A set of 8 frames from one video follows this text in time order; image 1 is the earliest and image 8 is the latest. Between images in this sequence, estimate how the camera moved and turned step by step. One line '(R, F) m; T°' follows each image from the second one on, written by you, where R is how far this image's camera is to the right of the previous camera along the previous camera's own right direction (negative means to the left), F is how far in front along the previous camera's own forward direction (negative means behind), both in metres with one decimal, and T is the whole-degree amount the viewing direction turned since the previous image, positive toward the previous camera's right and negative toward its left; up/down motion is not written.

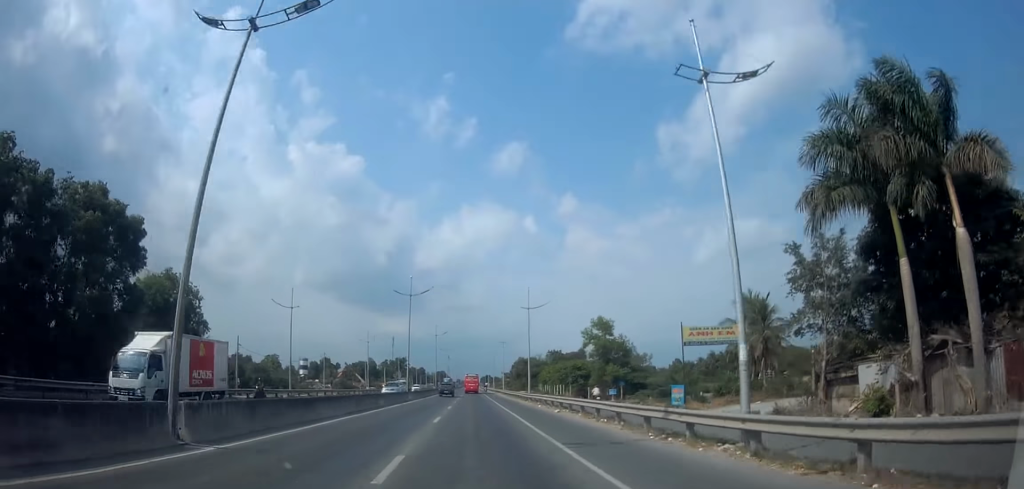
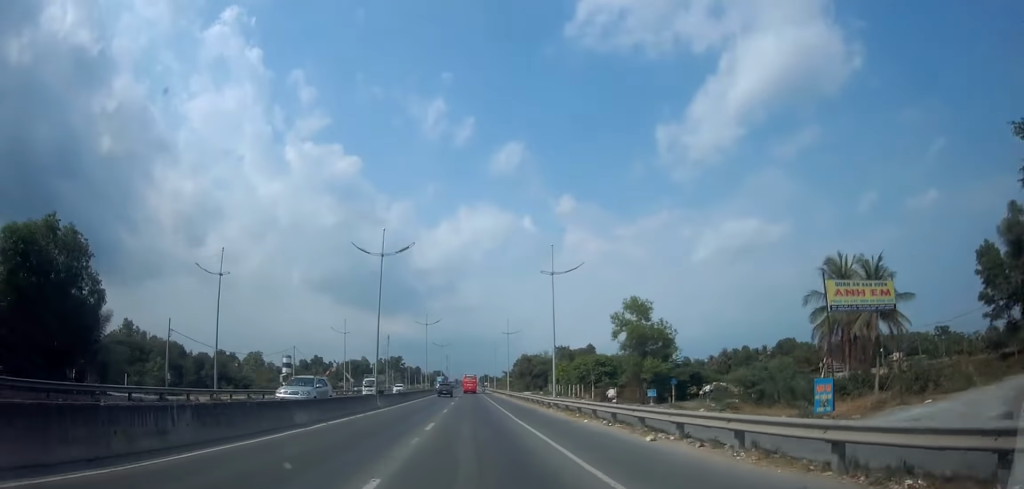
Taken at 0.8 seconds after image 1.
(0.0, +14.6) m; 0°
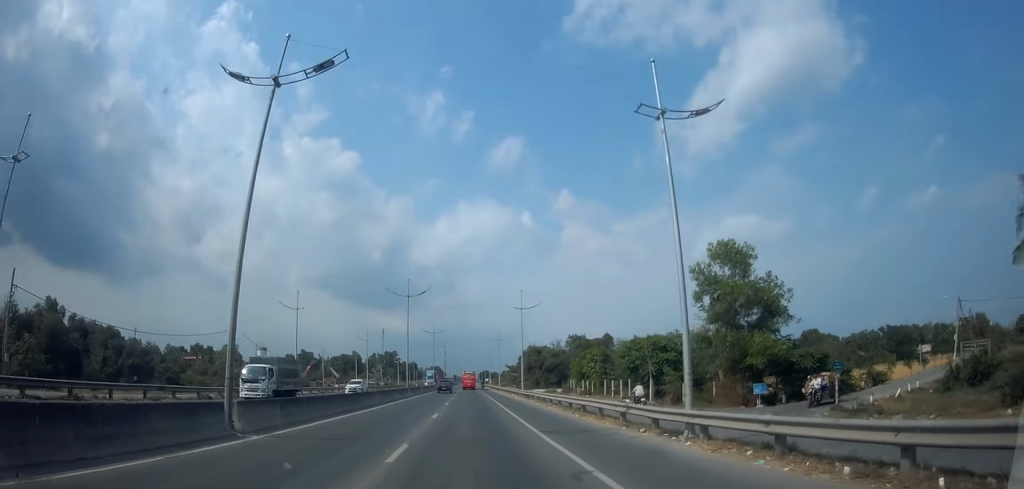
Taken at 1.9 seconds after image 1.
(0.0, +19.8) m; 0°
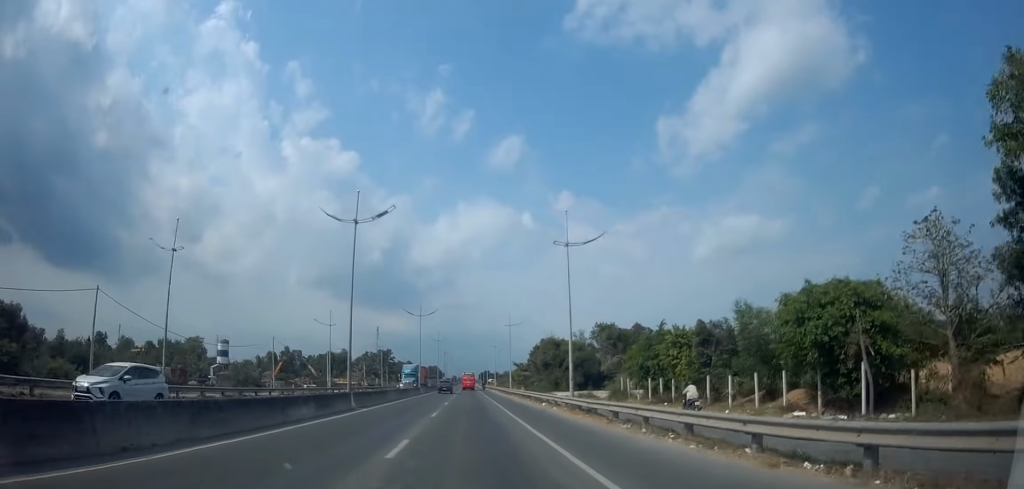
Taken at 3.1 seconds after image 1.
(0.0, +23.5) m; +1°
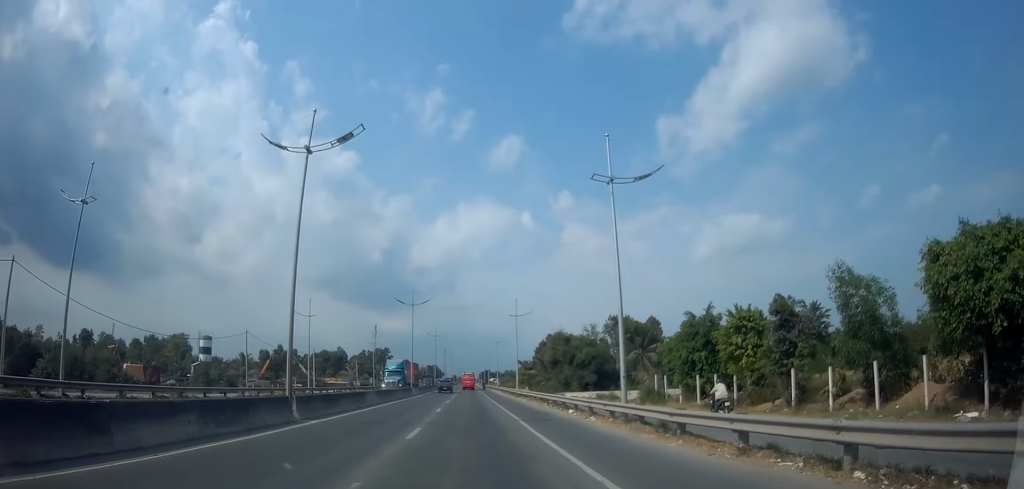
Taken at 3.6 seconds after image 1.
(-0.1, +8.4) m; +1°
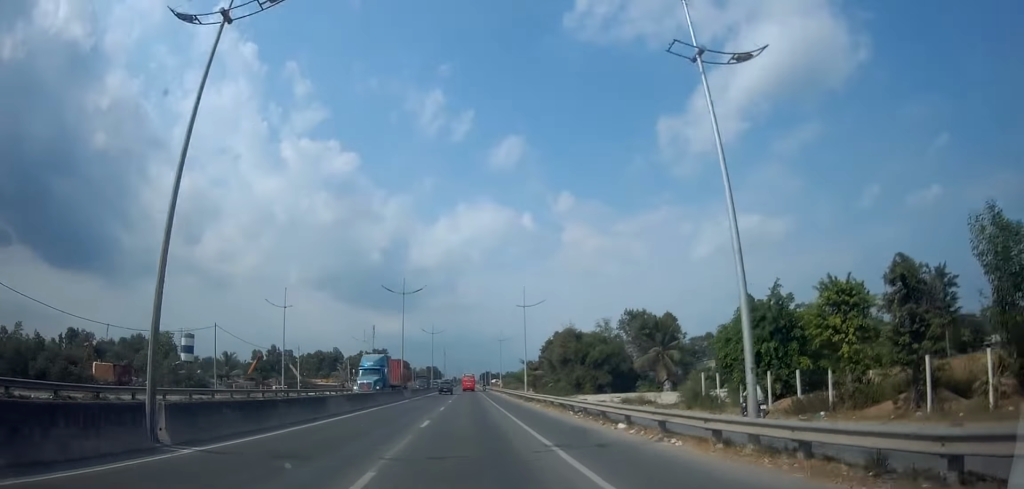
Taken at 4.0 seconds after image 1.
(+0.2, +8.0) m; 0°
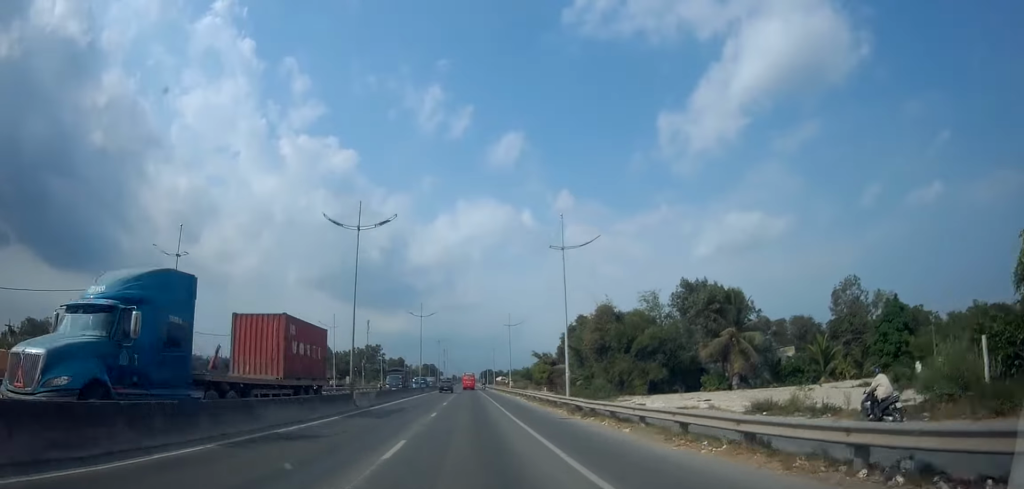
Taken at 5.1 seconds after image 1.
(+0.3, +19.8) m; -1°
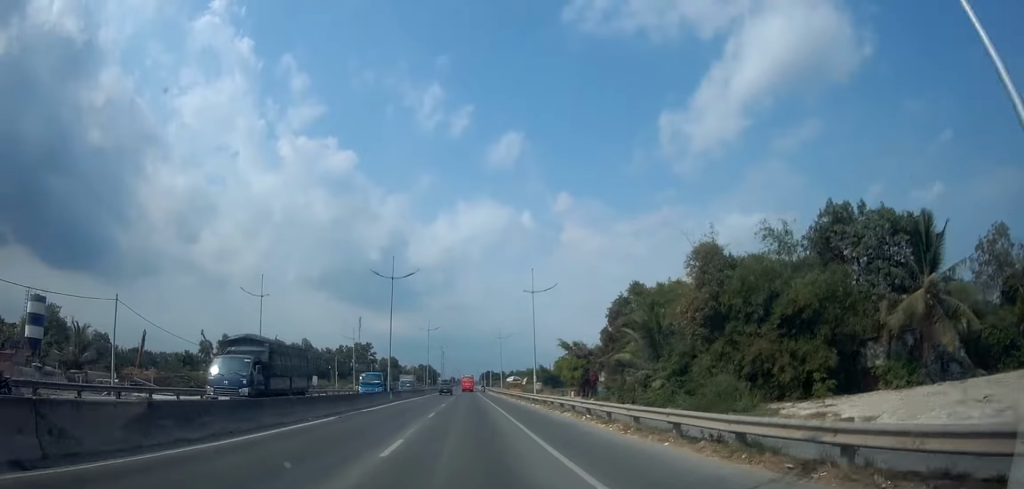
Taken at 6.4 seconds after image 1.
(-0.7, +23.7) m; -2°
